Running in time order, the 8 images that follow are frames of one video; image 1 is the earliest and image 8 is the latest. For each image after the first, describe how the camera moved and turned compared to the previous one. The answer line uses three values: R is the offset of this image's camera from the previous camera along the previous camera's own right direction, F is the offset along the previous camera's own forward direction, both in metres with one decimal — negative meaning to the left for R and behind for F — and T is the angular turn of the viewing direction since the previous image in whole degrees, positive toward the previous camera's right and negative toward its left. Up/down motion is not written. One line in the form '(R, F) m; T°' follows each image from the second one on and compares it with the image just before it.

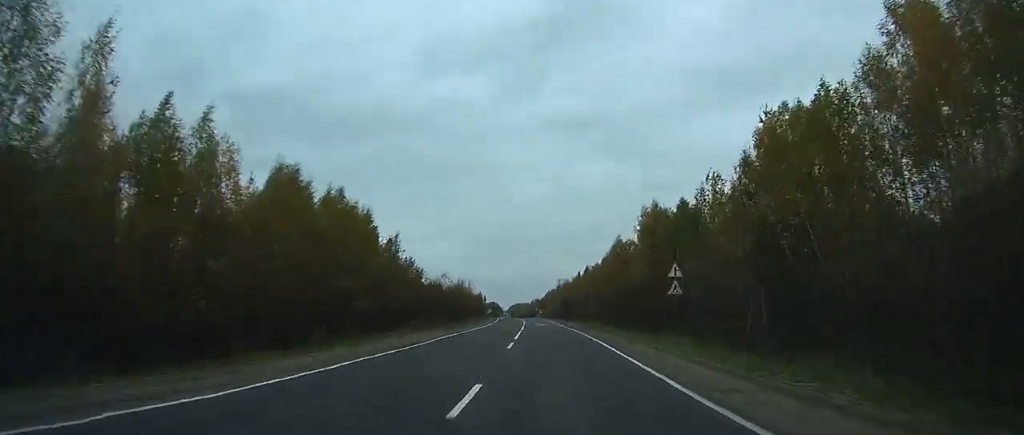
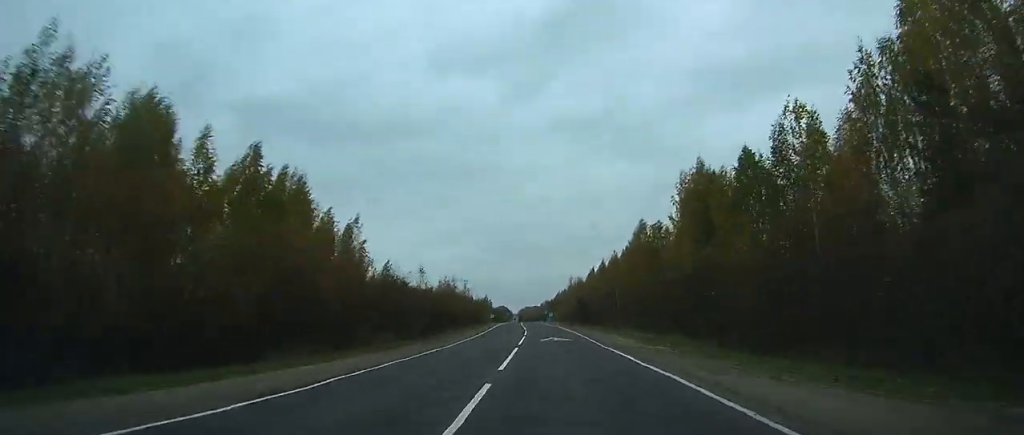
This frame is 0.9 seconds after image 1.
(+0.2, +22.9) m; -1°
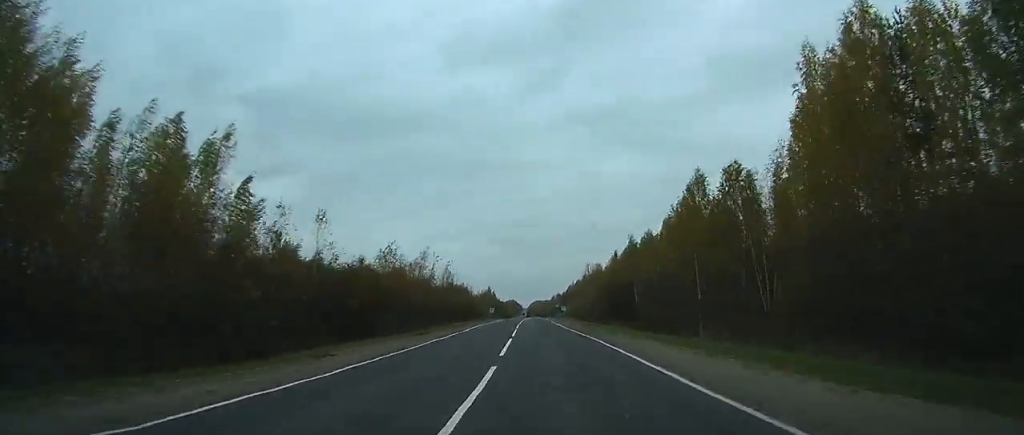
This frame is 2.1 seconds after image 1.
(-0.5, +33.2) m; -1°
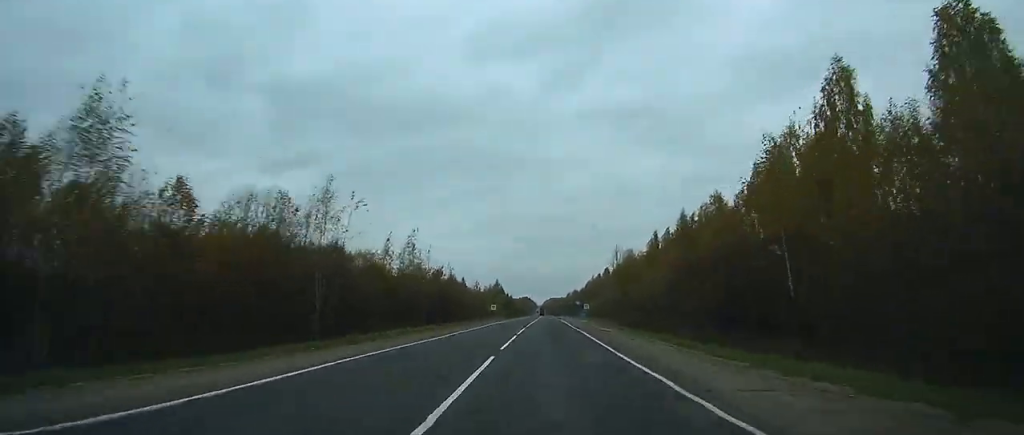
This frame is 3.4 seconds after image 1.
(-0.4, +33.0) m; -1°
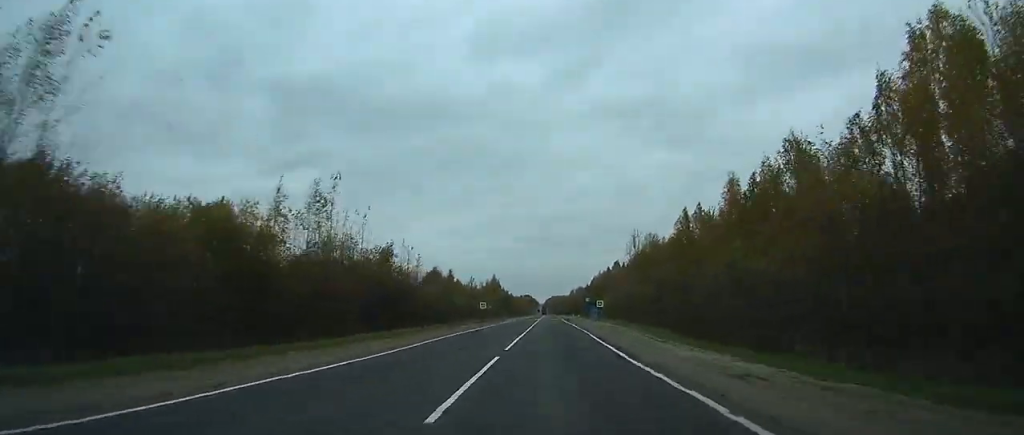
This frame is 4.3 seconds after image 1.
(-0.2, +22.4) m; 0°
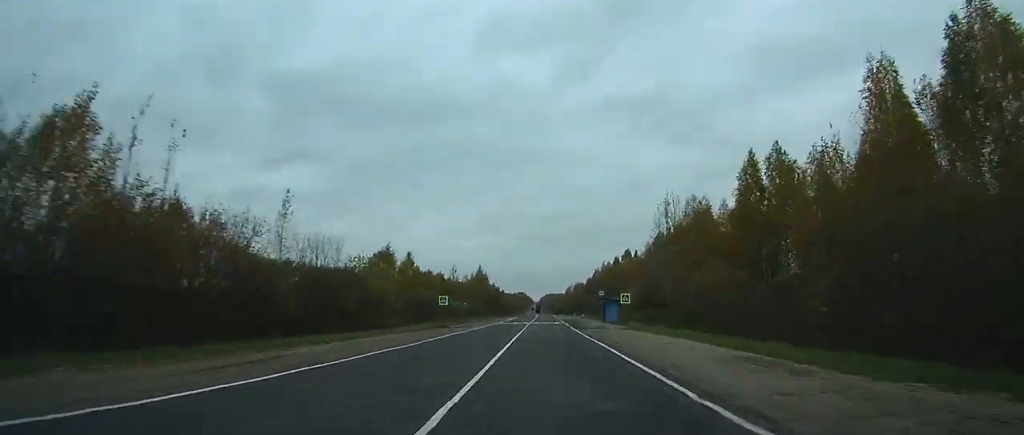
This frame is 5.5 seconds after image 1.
(-0.1, +31.0) m; 0°
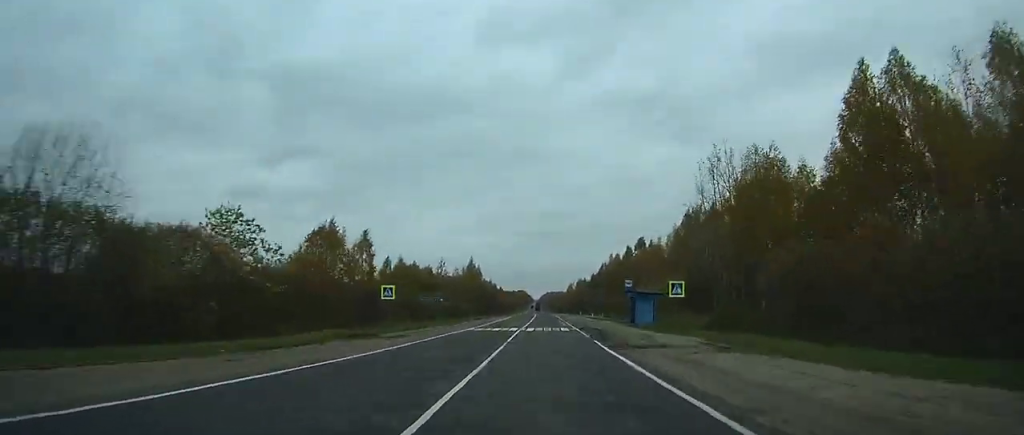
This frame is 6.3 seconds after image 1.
(0.0, +20.5) m; 0°
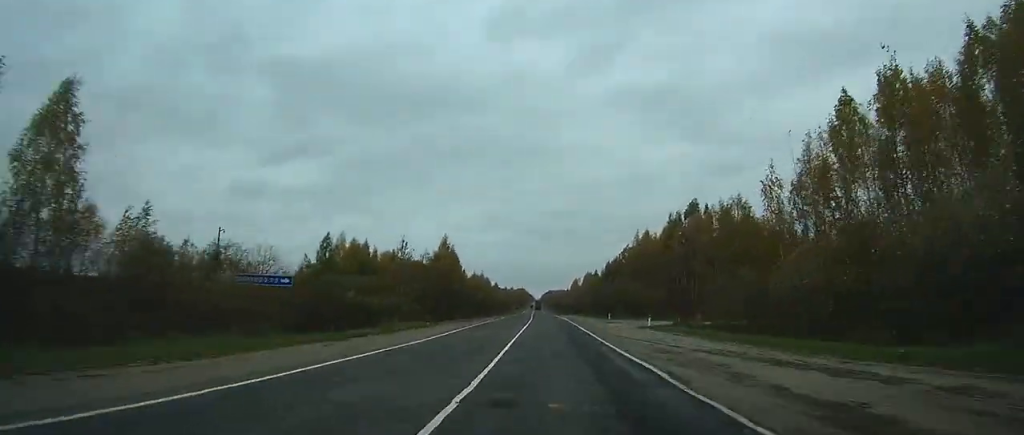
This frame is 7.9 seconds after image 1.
(0.0, +43.3) m; 0°
